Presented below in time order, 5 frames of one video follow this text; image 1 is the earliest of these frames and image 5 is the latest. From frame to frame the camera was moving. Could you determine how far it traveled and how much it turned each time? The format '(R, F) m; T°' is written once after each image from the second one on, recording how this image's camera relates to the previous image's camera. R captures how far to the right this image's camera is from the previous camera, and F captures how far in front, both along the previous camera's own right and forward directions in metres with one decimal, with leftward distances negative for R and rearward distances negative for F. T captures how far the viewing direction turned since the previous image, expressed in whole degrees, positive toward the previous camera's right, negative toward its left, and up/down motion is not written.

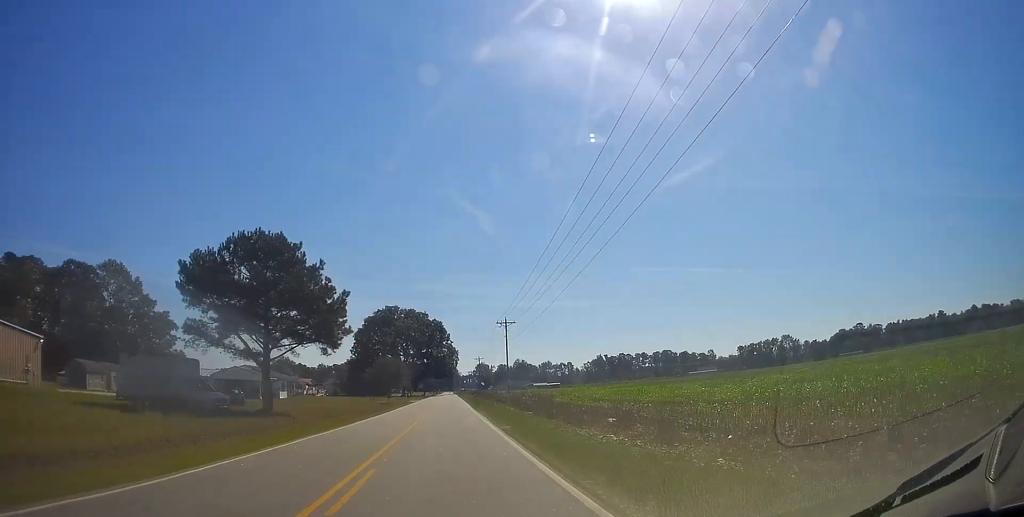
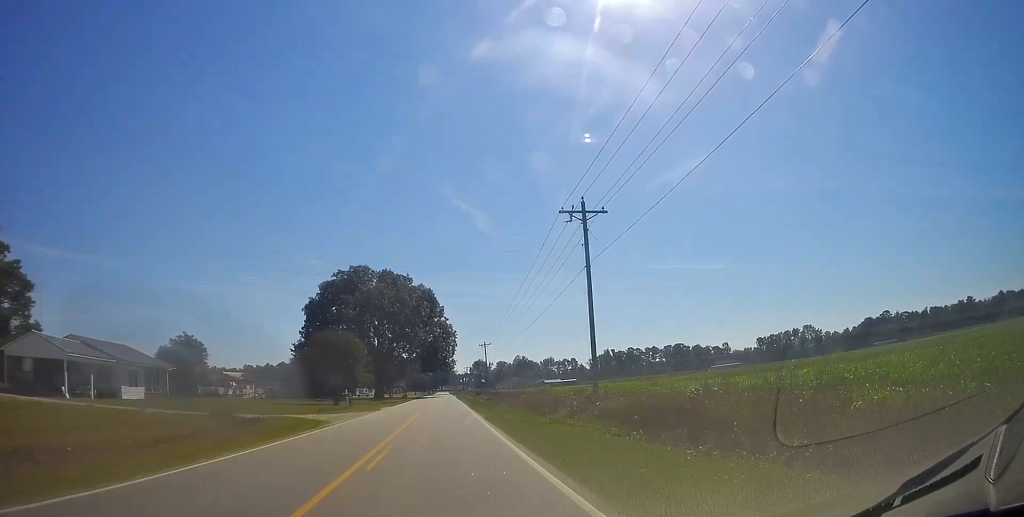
(-0.2, +45.8) m; -2°
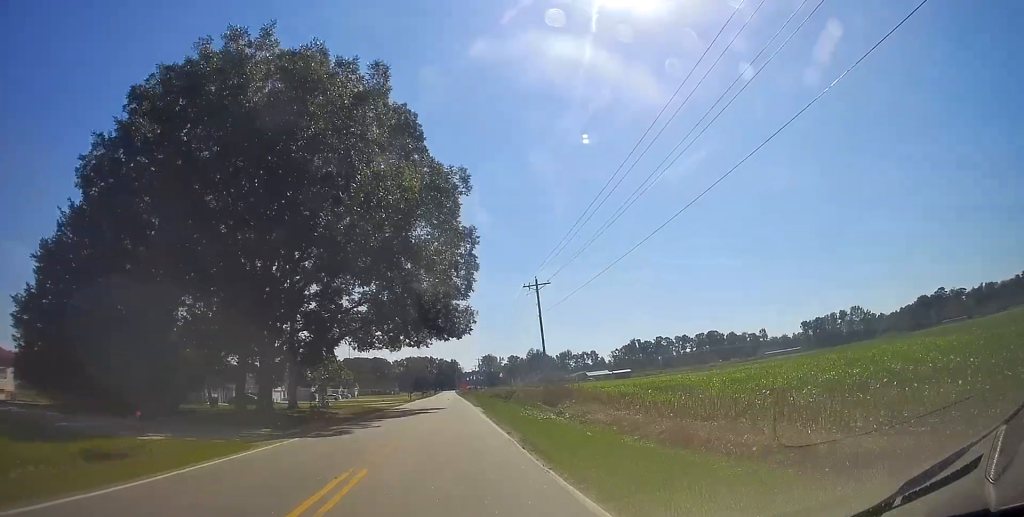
(+0.7, +65.0) m; +1°
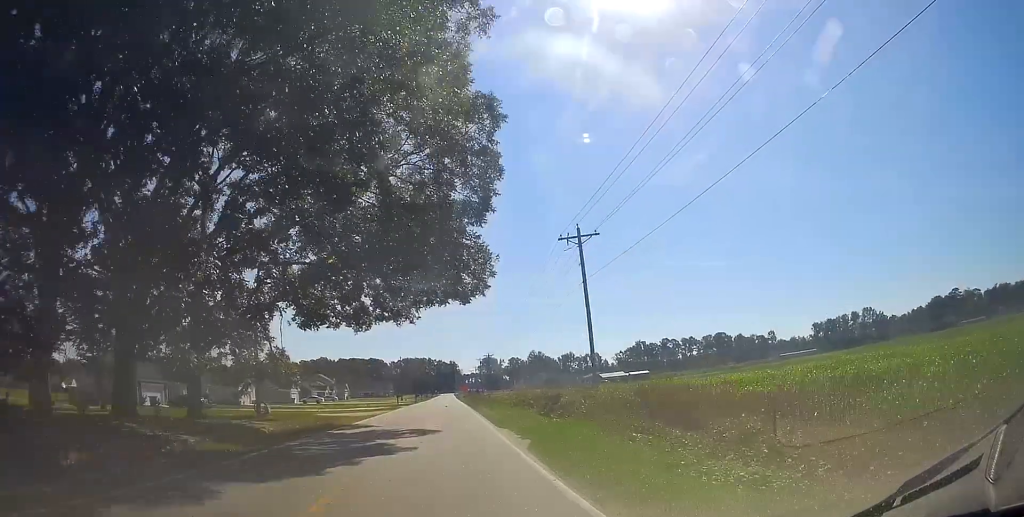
(-0.2, +17.5) m; -1°
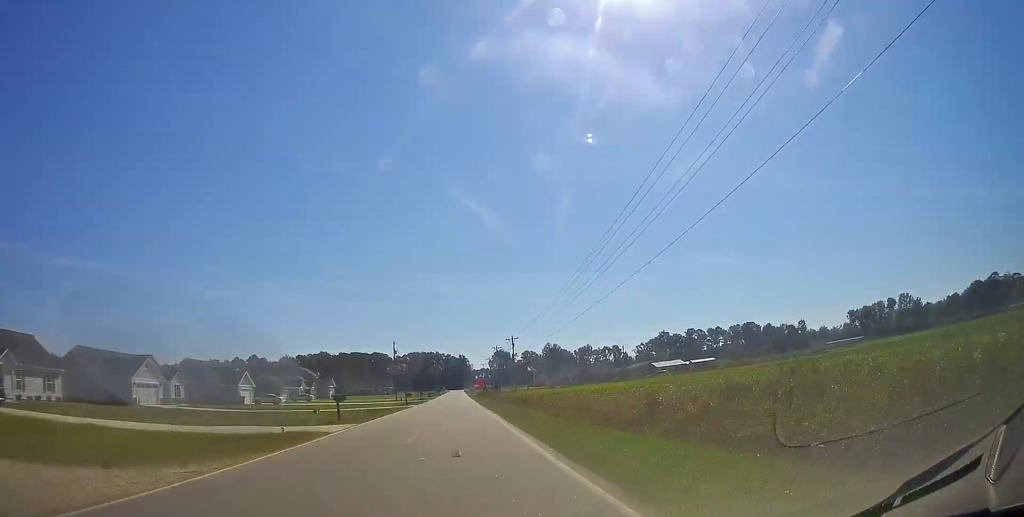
(+0.1, +35.9) m; 0°
